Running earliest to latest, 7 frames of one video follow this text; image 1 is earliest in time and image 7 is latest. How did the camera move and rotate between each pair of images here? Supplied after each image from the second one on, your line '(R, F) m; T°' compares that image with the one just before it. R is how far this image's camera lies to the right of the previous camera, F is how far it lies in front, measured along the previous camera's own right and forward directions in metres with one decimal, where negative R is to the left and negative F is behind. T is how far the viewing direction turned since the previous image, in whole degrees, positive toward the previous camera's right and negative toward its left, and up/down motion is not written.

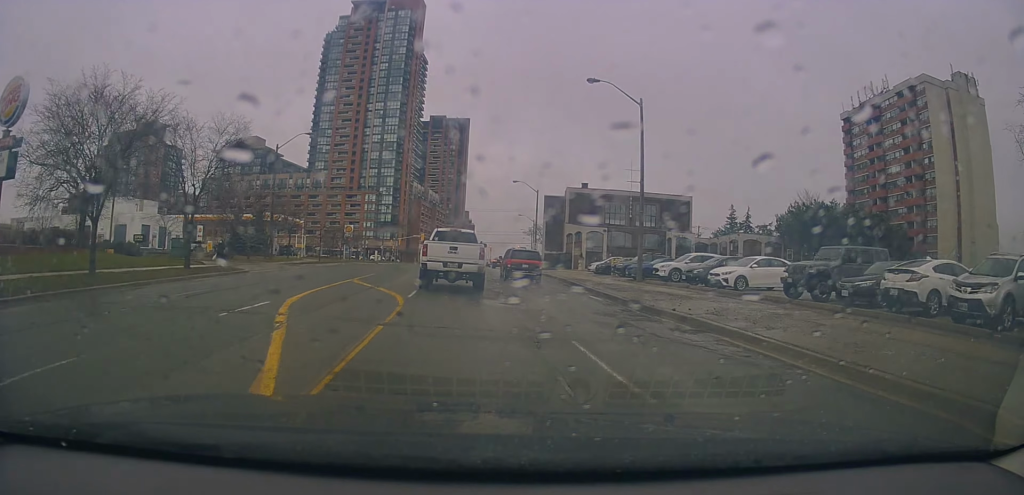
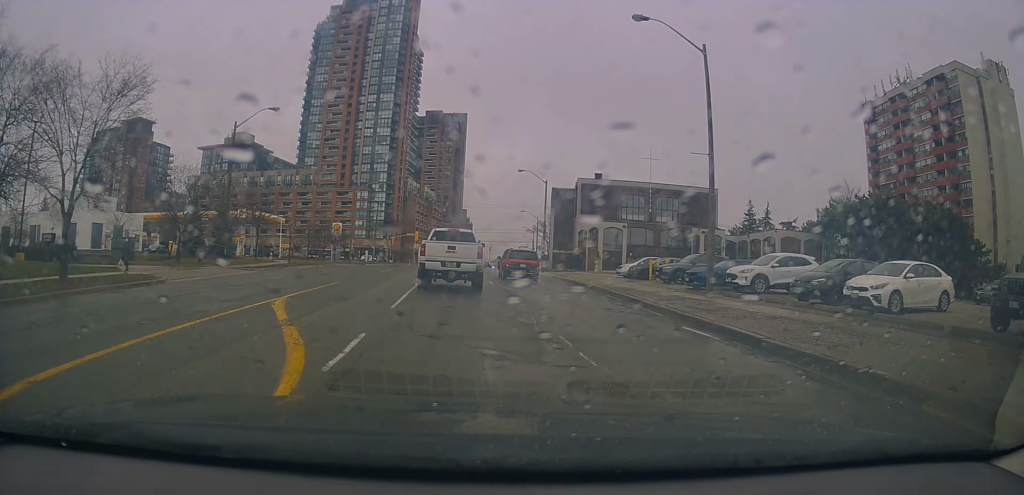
(+0.5, +9.6) m; +1°
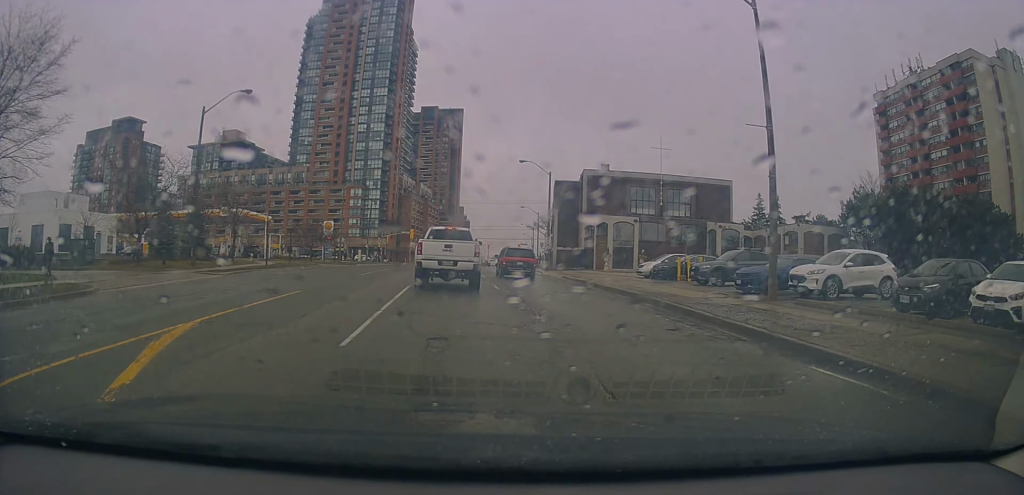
(+0.1, +5.1) m; -2°
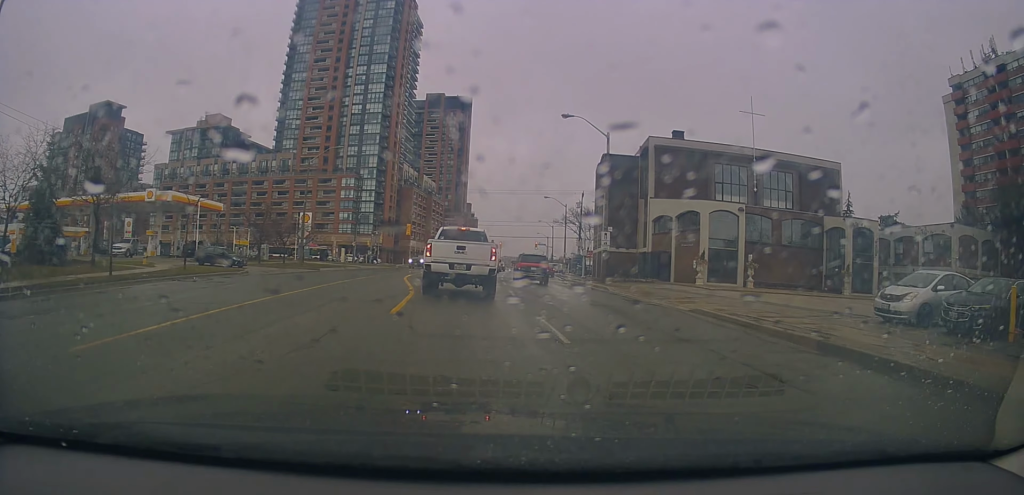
(-0.3, +21.0) m; -1°
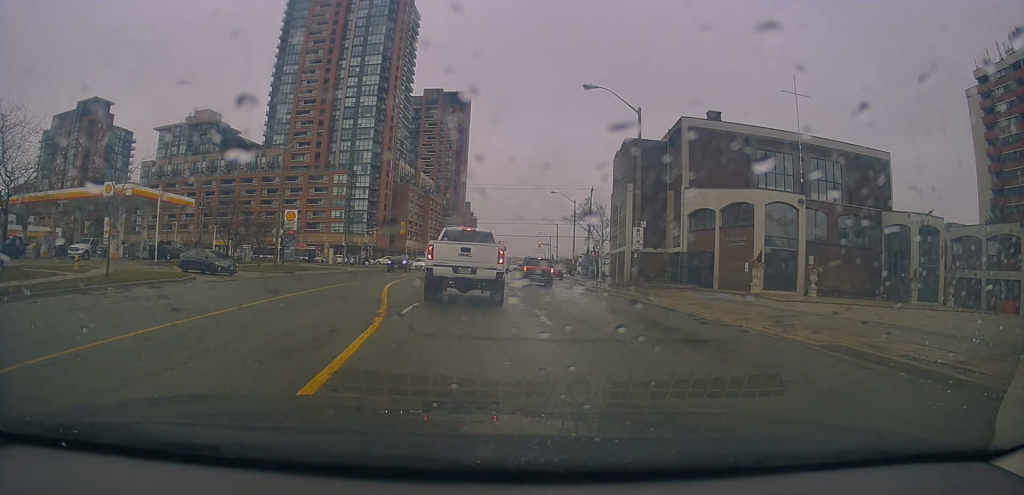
(-0.4, +7.5) m; +2°
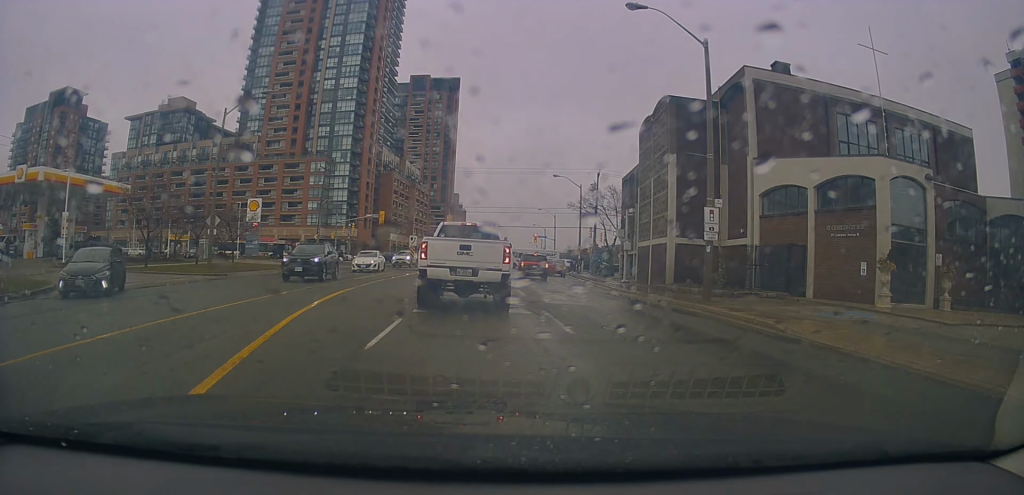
(+0.5, +11.8) m; 0°
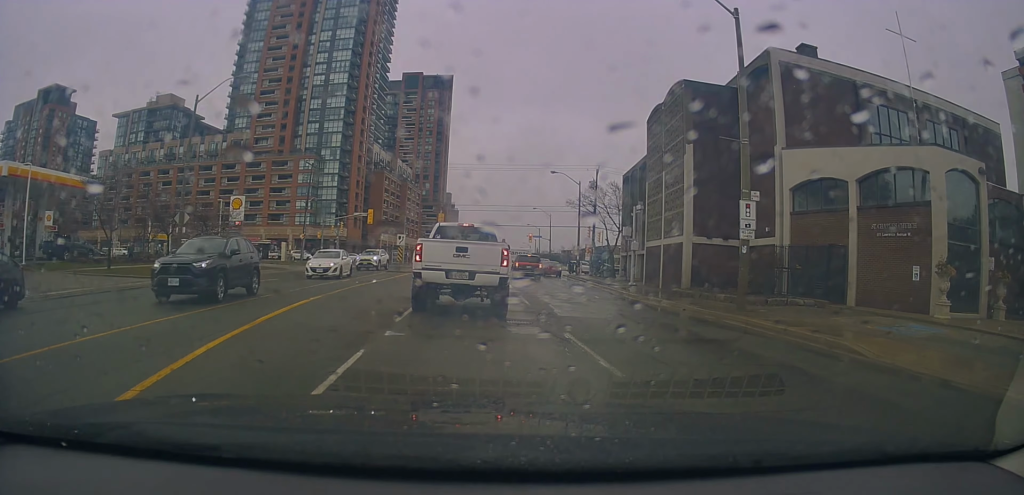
(0.0, +3.9) m; +1°
